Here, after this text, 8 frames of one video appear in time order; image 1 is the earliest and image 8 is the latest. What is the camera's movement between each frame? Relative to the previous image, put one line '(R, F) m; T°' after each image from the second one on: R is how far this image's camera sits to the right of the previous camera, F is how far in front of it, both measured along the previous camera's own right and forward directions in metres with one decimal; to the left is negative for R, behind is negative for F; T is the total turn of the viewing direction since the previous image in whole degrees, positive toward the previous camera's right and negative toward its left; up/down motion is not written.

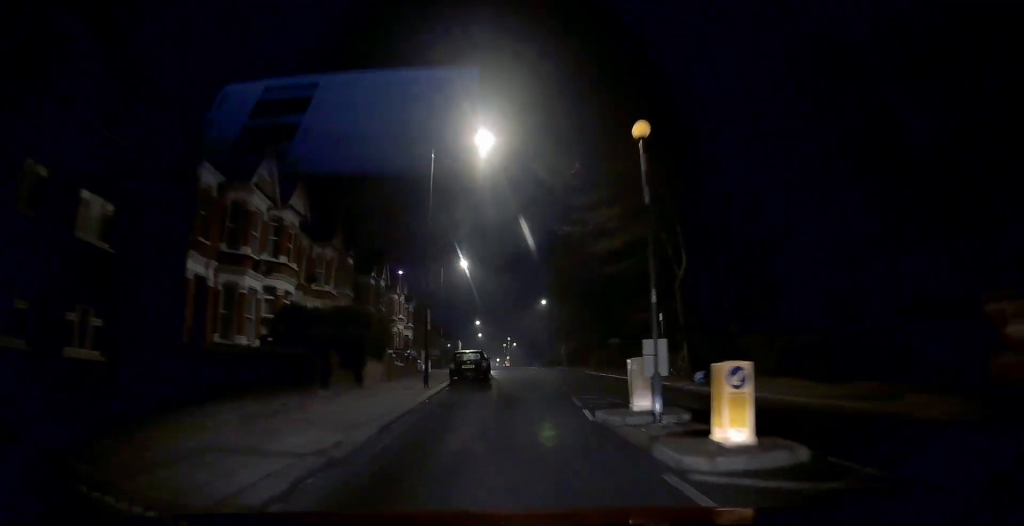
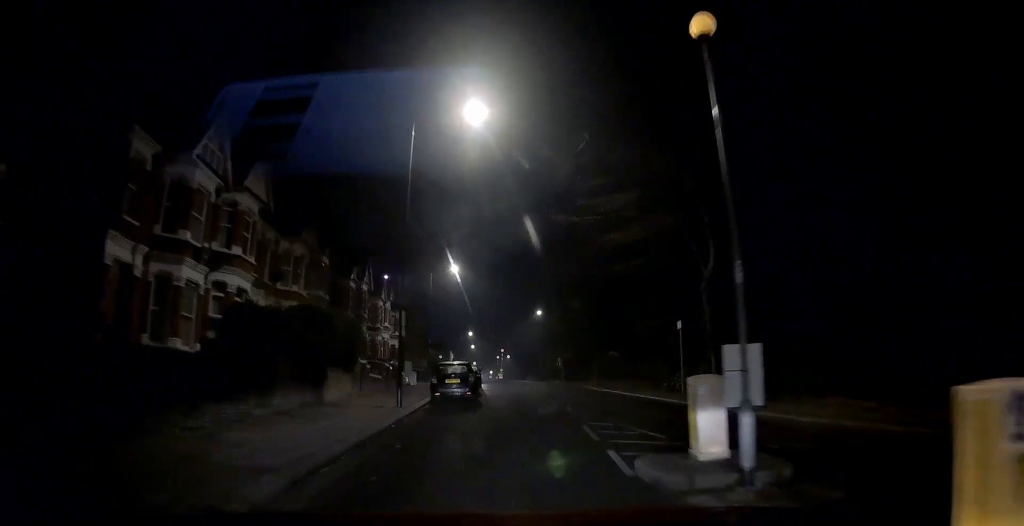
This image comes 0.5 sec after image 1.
(-0.2, +4.3) m; +1°
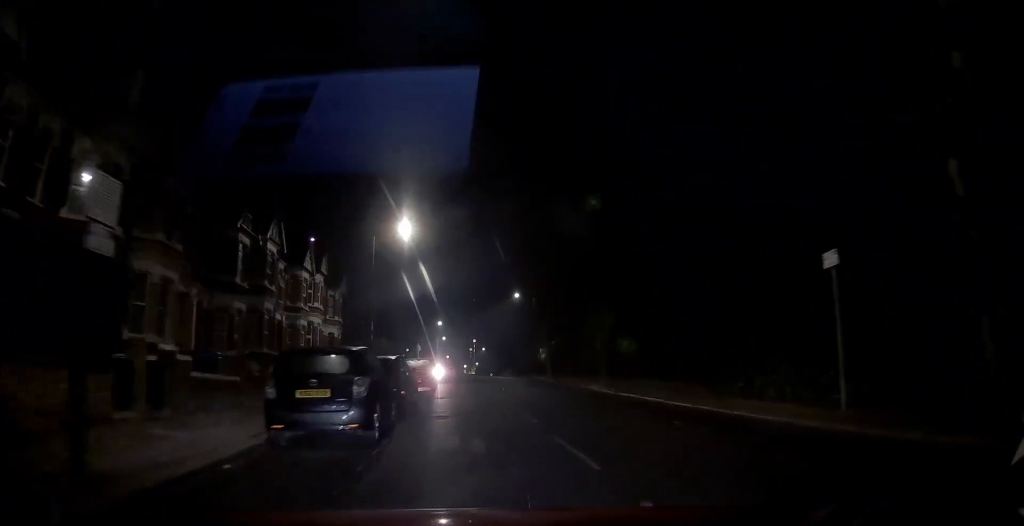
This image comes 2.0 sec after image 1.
(+0.5, +14.1) m; +2°
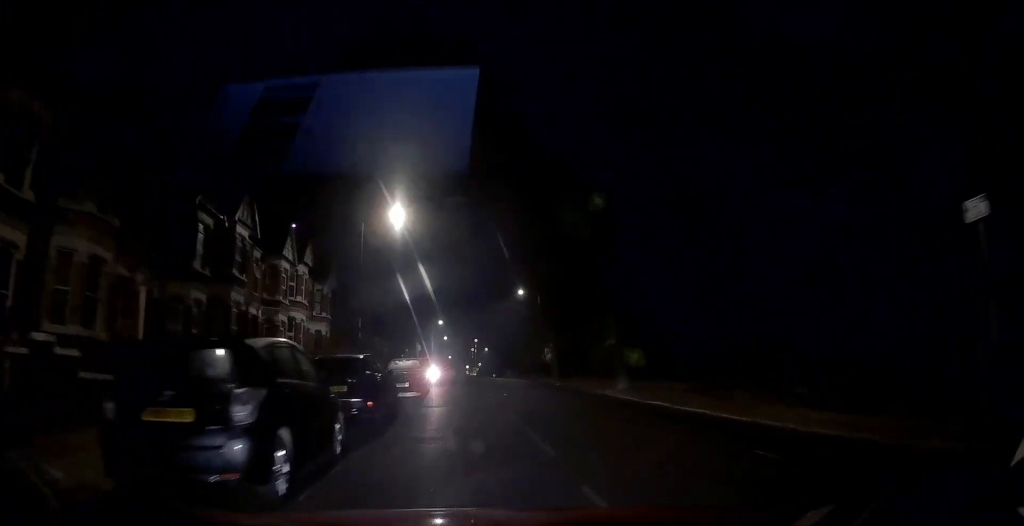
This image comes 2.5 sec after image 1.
(-0.1, +4.2) m; 0°
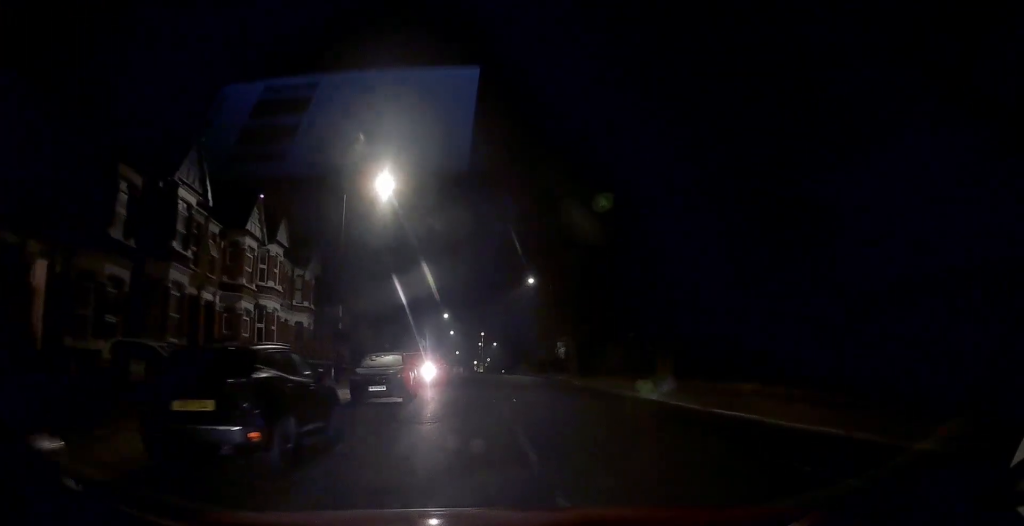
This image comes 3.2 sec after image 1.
(0.0, +6.1) m; 0°
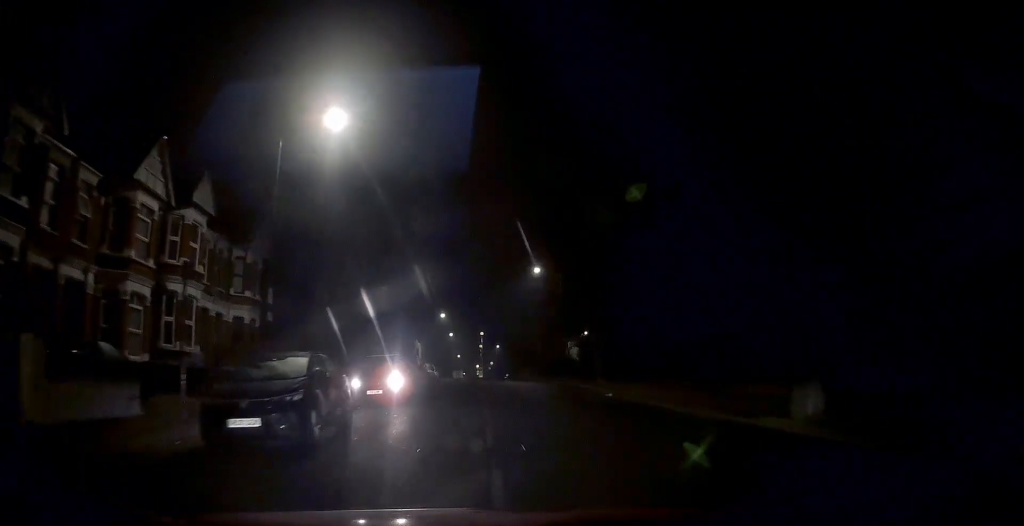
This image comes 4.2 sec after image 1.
(0.0, +9.4) m; 0°
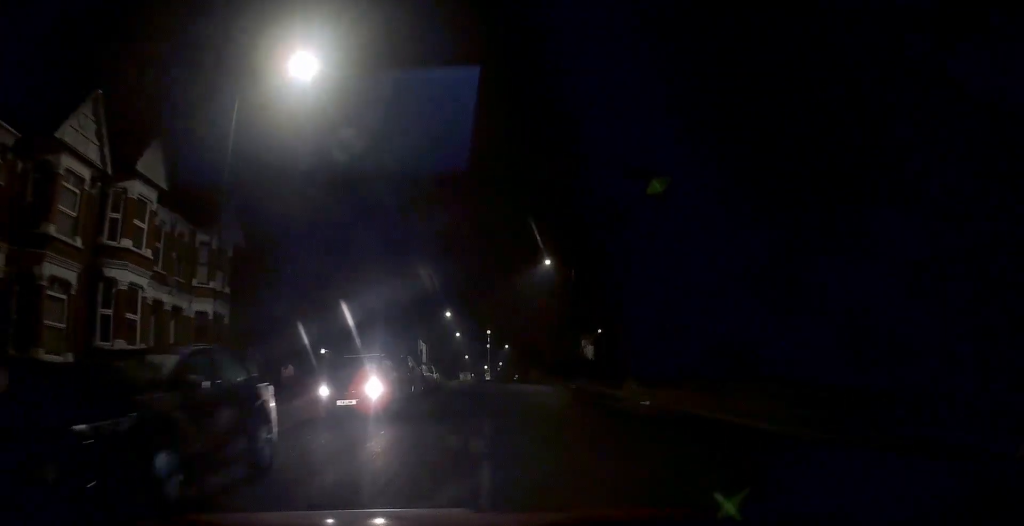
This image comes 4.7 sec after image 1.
(0.0, +4.6) m; 0°
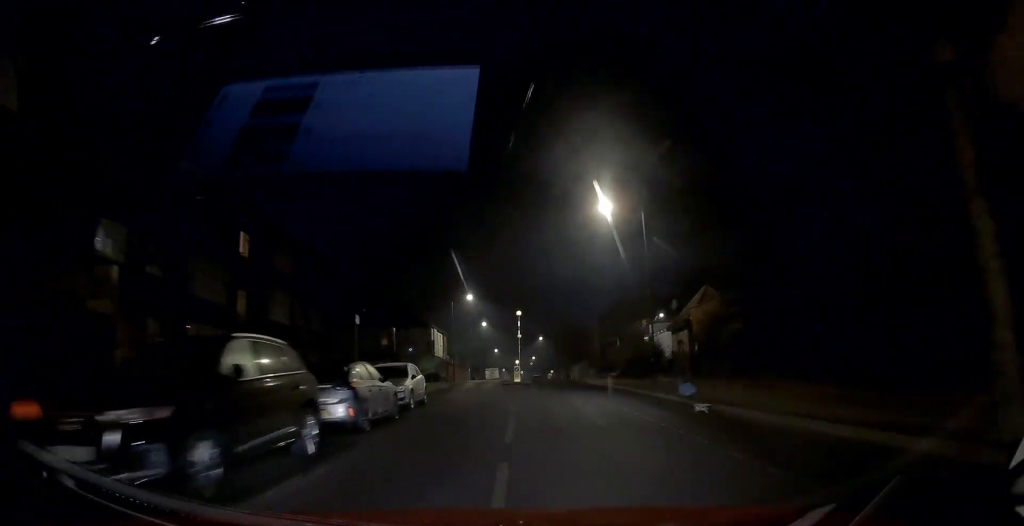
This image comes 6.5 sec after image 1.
(-0.2, +17.1) m; -3°
